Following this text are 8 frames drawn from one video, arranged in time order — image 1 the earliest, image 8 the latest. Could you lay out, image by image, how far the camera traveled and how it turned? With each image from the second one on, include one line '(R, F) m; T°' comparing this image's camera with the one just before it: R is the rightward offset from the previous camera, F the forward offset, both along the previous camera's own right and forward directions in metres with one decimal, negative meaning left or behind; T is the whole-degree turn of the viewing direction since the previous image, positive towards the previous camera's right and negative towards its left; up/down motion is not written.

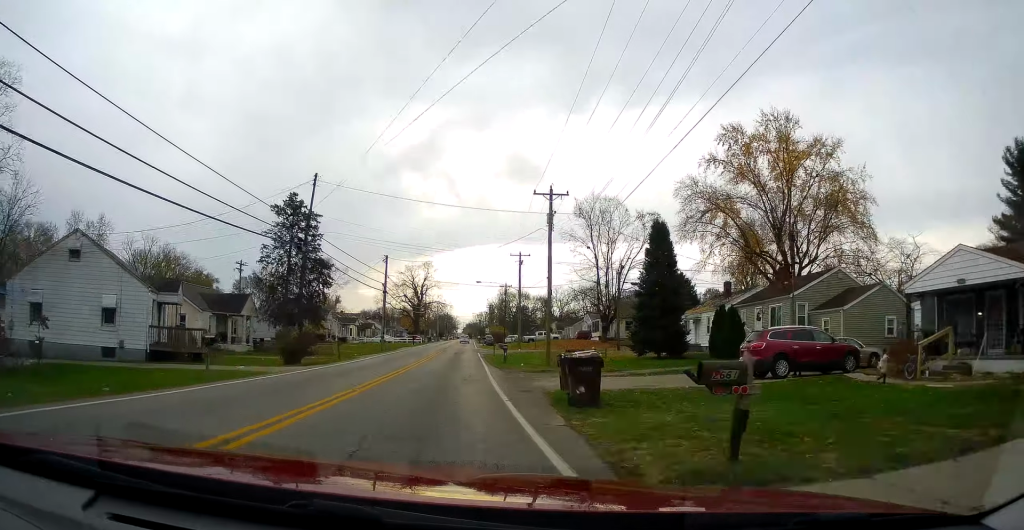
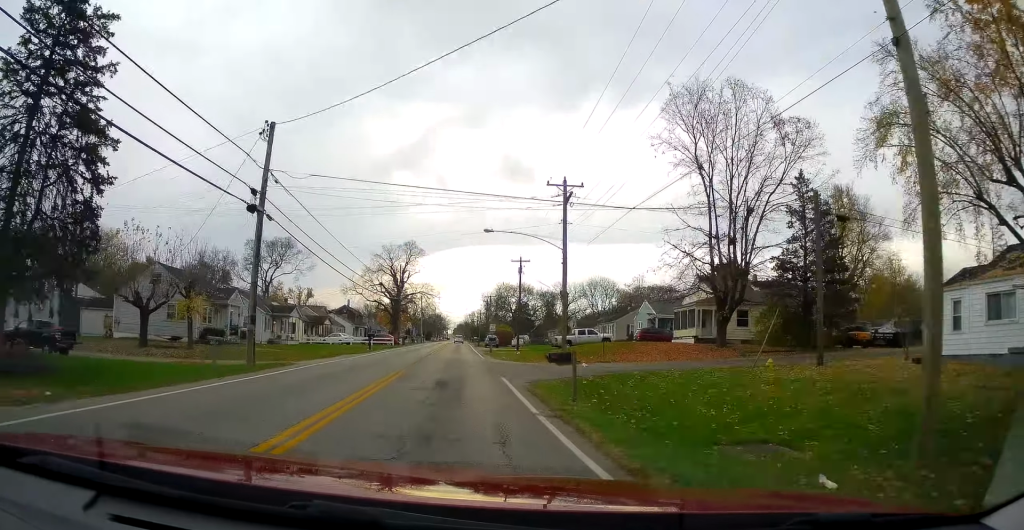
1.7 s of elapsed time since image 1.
(+0.1, +34.2) m; 0°
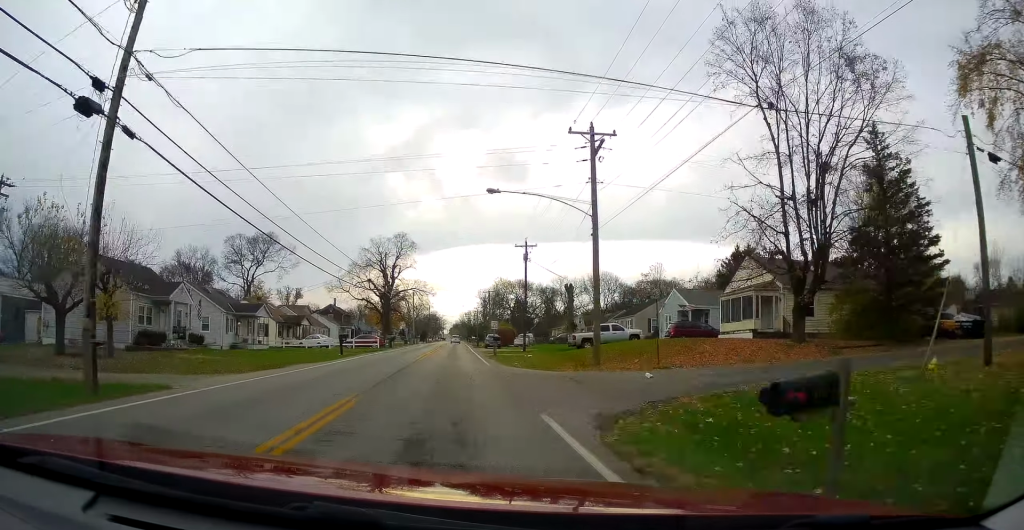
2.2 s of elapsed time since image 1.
(-0.3, +9.9) m; 0°
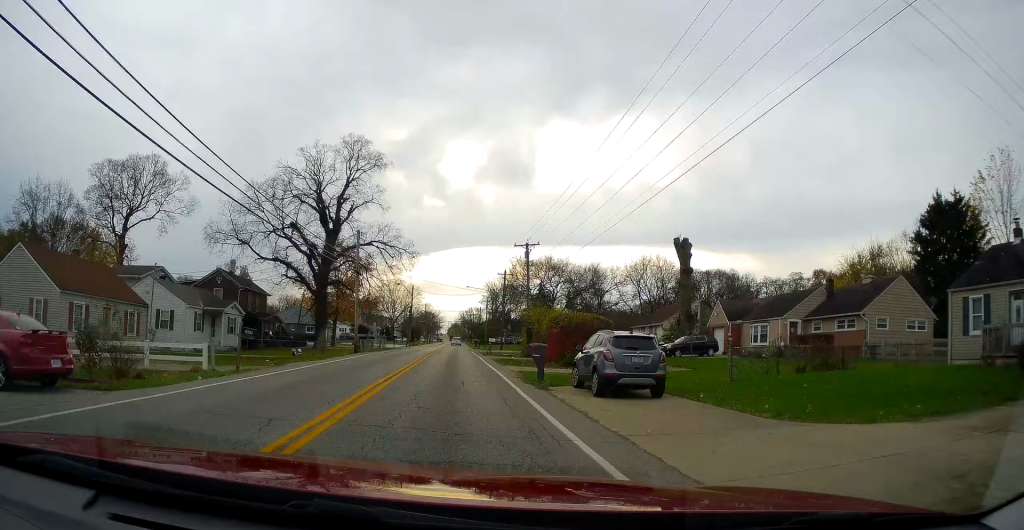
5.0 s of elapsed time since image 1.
(+1.3, +54.2) m; +2°
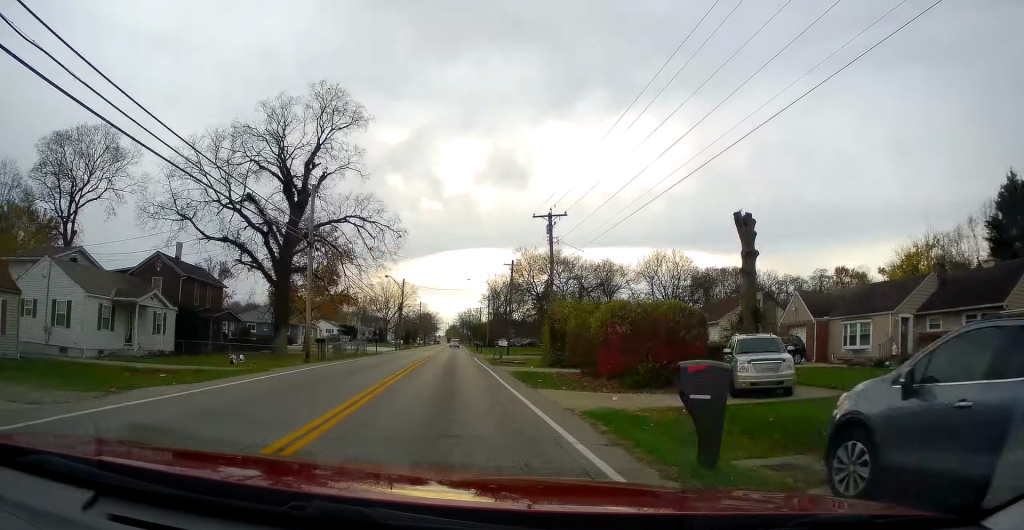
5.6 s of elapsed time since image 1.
(0.0, +12.5) m; 0°
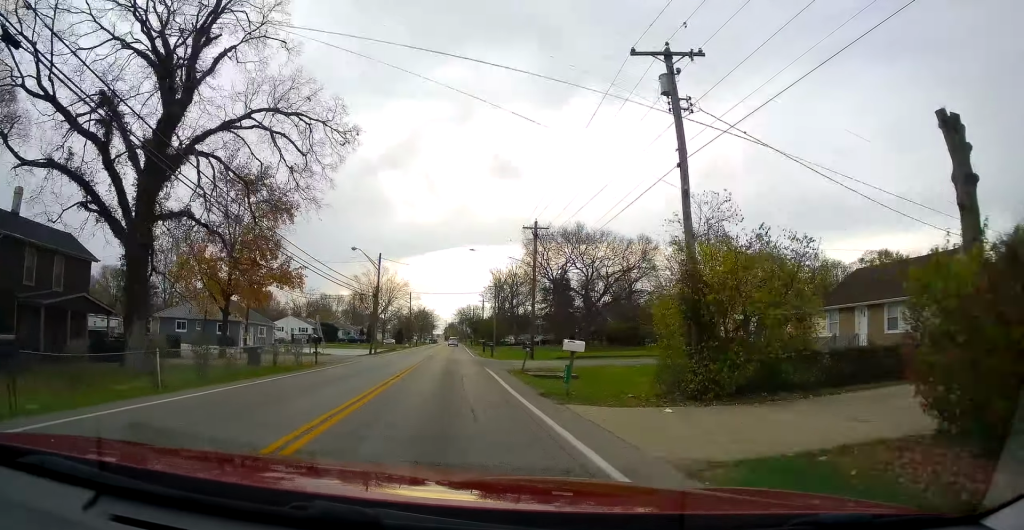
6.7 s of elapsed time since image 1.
(-0.1, +21.1) m; -1°
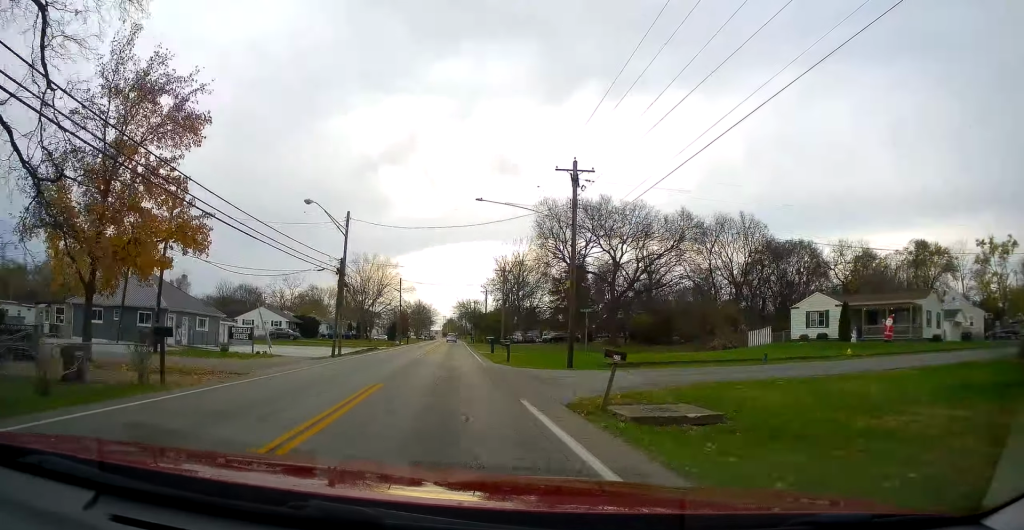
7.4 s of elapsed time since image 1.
(-0.5, +15.4) m; +1°
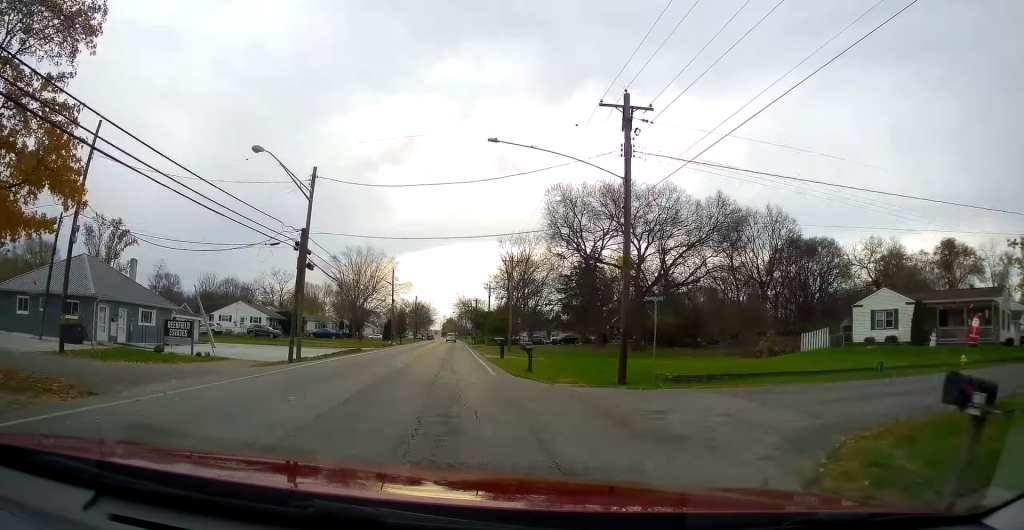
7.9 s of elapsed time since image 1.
(+0.3, +9.6) m; +1°
